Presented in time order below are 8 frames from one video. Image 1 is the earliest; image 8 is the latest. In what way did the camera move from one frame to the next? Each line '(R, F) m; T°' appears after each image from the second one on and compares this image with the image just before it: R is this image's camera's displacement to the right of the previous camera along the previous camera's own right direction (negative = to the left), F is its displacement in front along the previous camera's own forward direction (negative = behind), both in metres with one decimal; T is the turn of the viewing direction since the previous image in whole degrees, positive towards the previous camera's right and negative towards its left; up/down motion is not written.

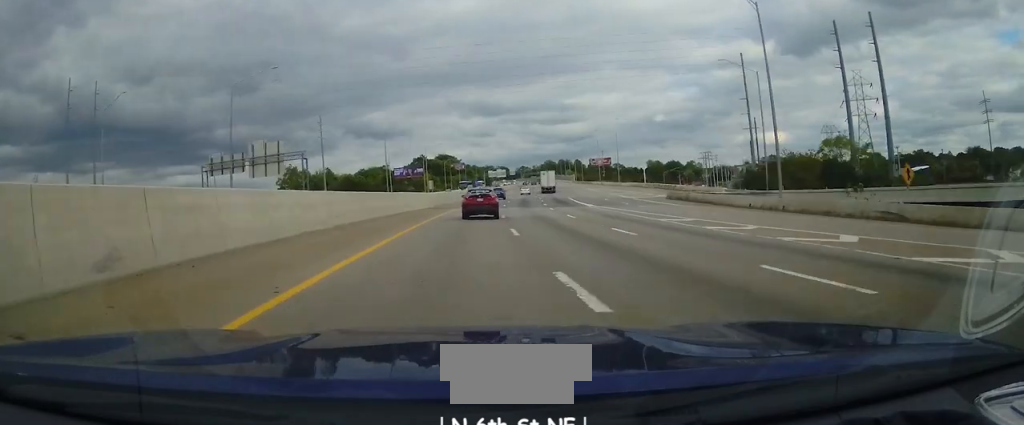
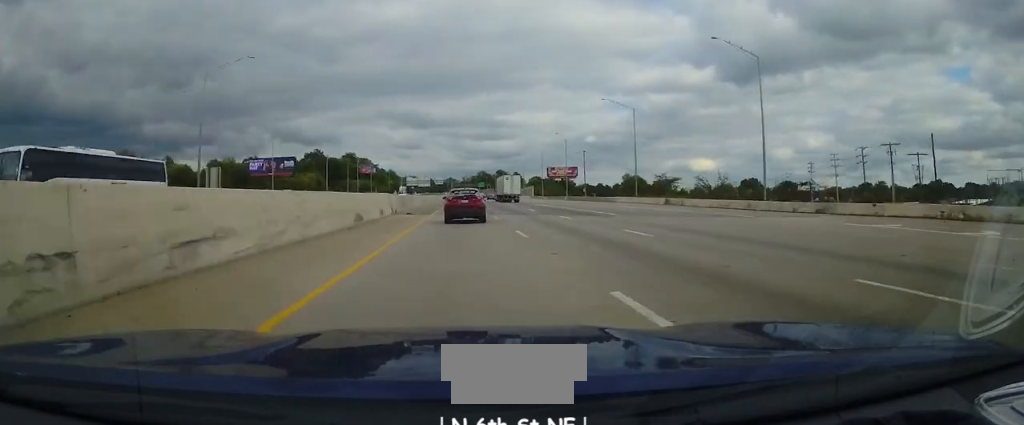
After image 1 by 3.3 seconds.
(+7.3, +109.4) m; +4°
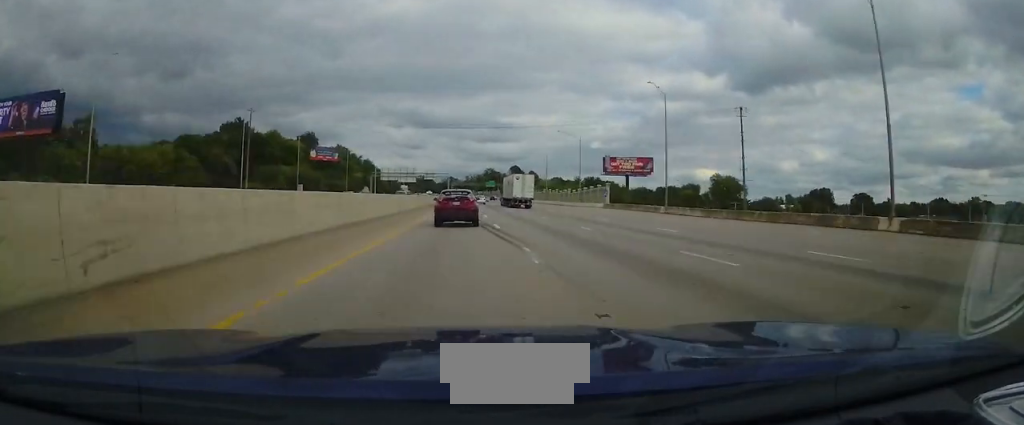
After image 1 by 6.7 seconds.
(+0.1, +110.2) m; -1°
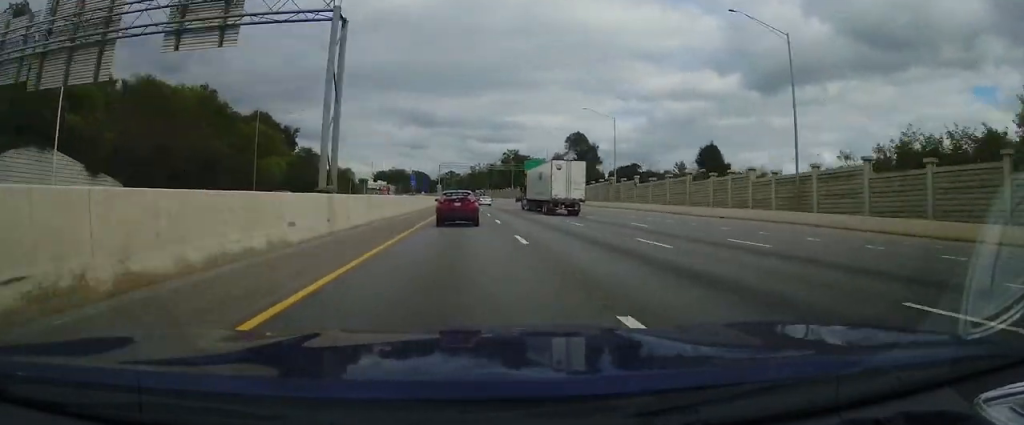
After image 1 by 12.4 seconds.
(-2.3, +167.9) m; -2°
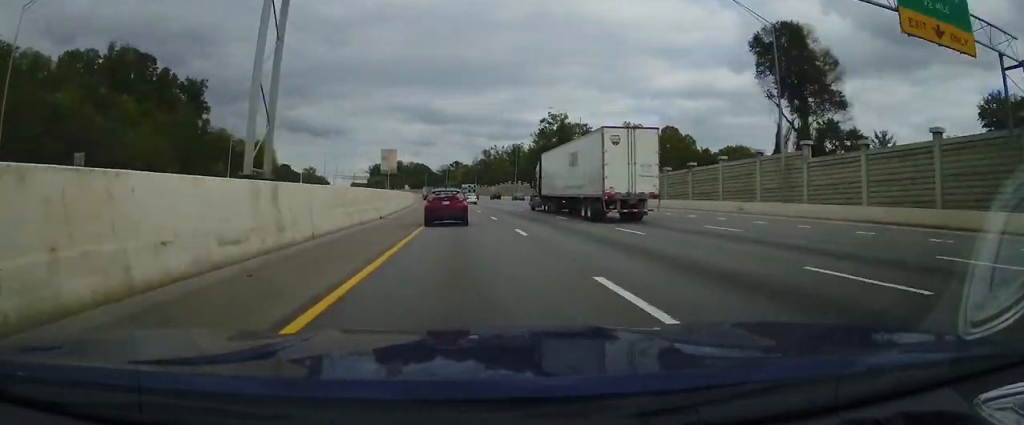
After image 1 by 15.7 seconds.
(-1.6, +103.6) m; -3°
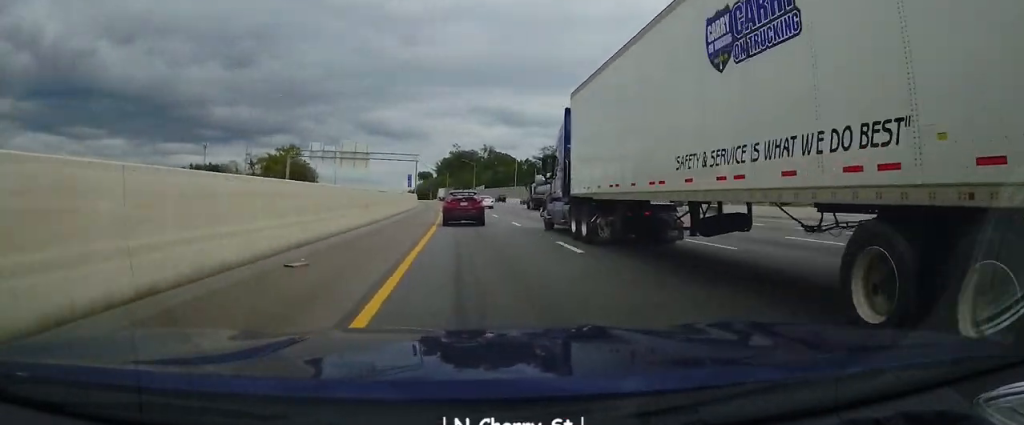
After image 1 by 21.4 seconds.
(-9.9, +175.4) m; -8°
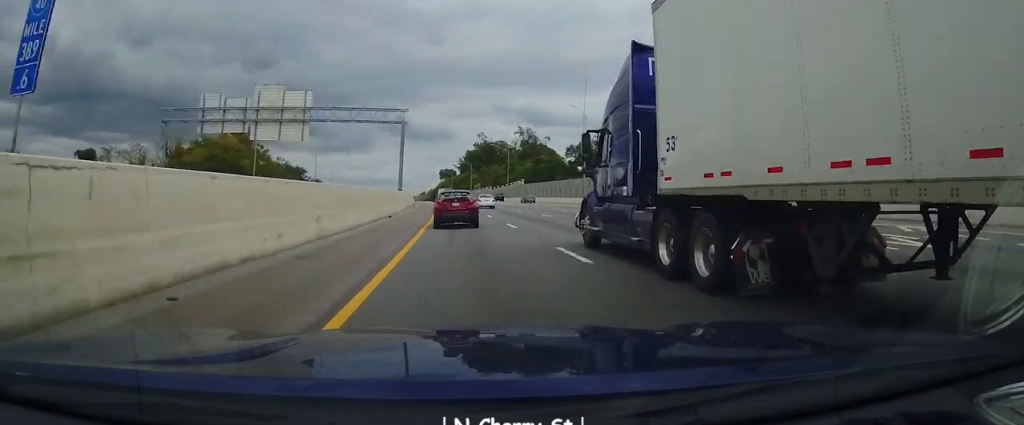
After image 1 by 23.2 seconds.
(-2.0, +58.9) m; -3°
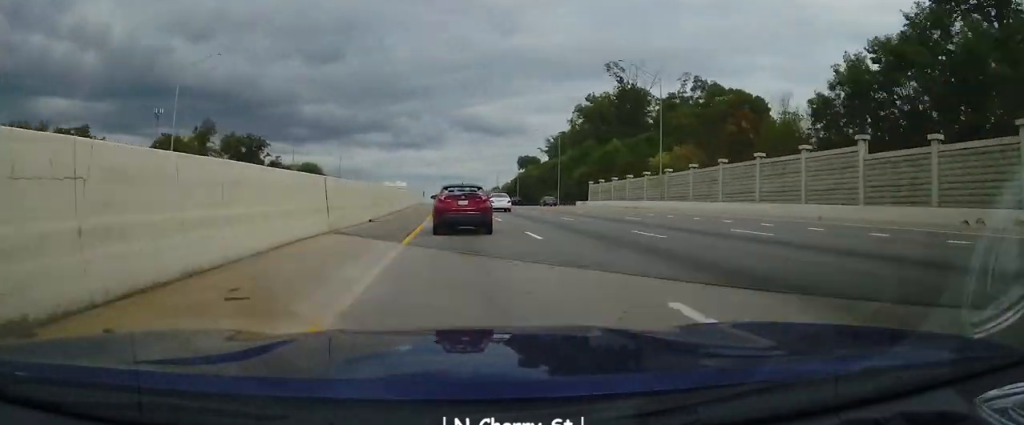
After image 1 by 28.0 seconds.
(-10.9, +150.6) m; -6°
